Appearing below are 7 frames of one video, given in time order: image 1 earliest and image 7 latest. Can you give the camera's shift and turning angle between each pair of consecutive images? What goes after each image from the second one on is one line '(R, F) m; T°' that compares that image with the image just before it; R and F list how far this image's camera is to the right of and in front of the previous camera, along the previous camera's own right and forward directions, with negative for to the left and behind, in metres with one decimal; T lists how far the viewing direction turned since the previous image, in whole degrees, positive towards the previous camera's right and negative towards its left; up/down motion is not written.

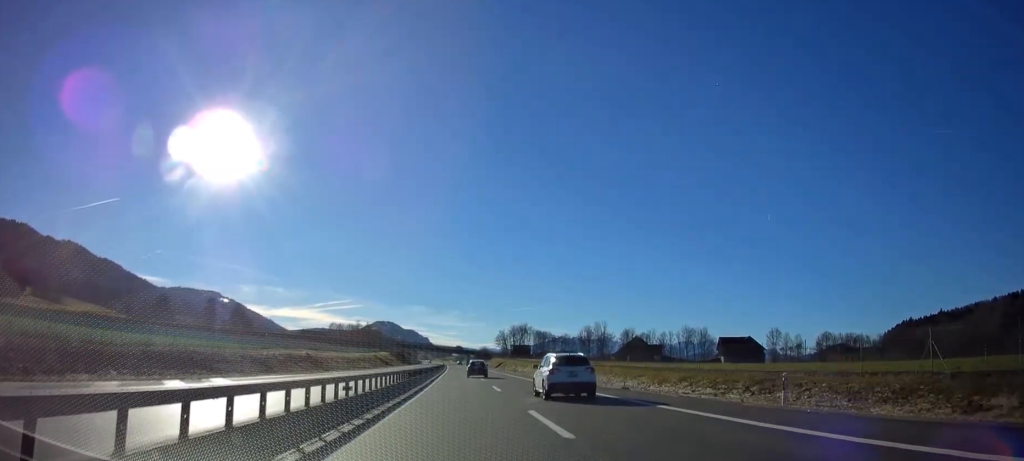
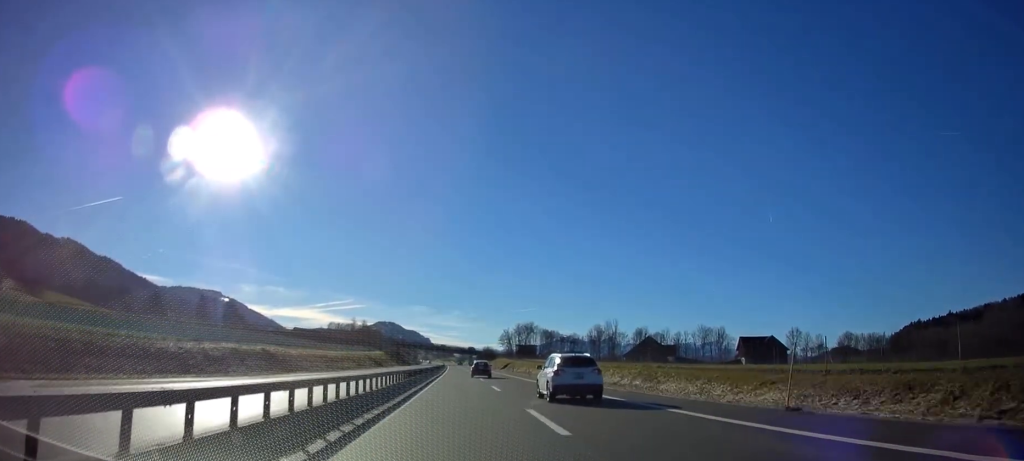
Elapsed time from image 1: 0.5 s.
(0.0, +18.2) m; 0°
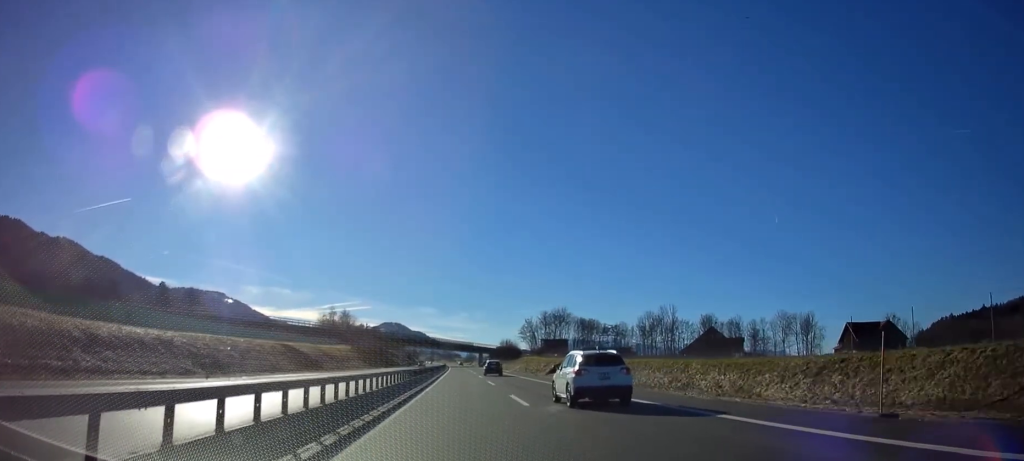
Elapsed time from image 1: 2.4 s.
(-0.4, +68.6) m; -1°
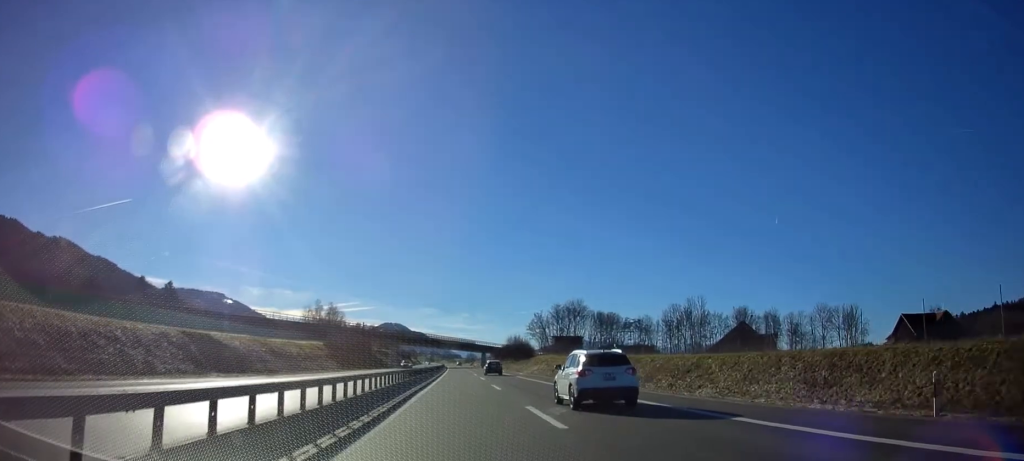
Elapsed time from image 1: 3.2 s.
(-0.1, +25.0) m; 0°
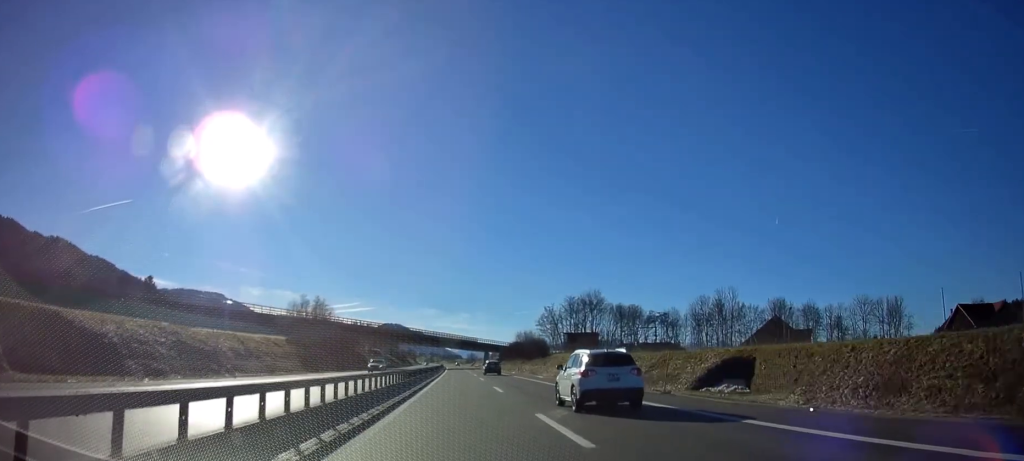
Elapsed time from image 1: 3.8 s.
(0.0, +20.5) m; 0°
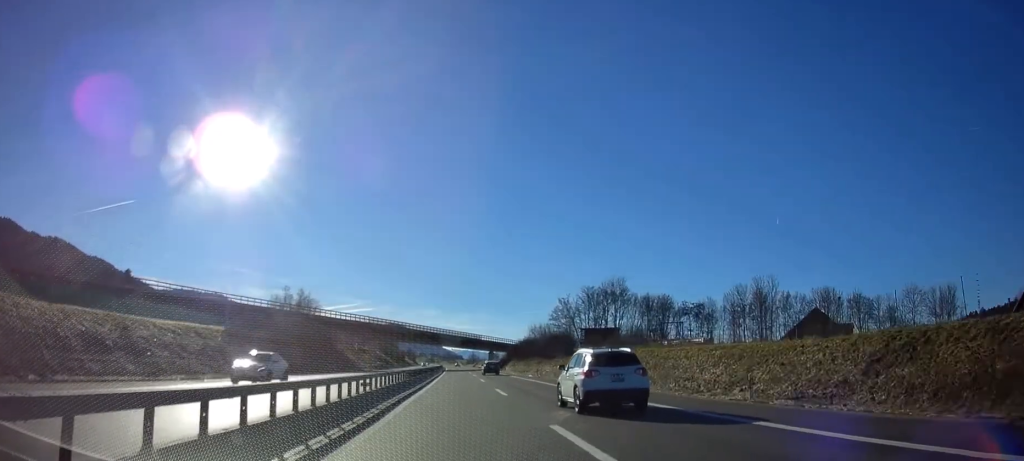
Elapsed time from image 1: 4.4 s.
(0.0, +21.6) m; 0°
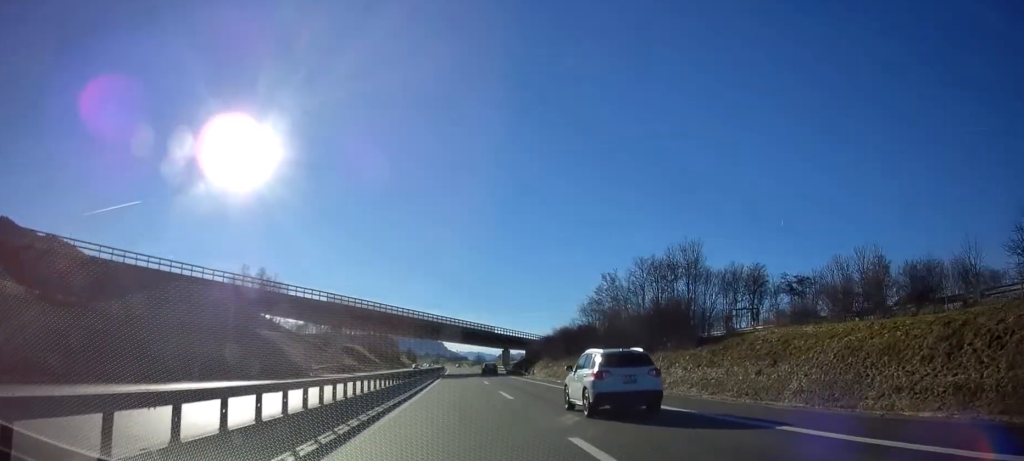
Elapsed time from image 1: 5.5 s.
(0.0, +38.6) m; 0°
